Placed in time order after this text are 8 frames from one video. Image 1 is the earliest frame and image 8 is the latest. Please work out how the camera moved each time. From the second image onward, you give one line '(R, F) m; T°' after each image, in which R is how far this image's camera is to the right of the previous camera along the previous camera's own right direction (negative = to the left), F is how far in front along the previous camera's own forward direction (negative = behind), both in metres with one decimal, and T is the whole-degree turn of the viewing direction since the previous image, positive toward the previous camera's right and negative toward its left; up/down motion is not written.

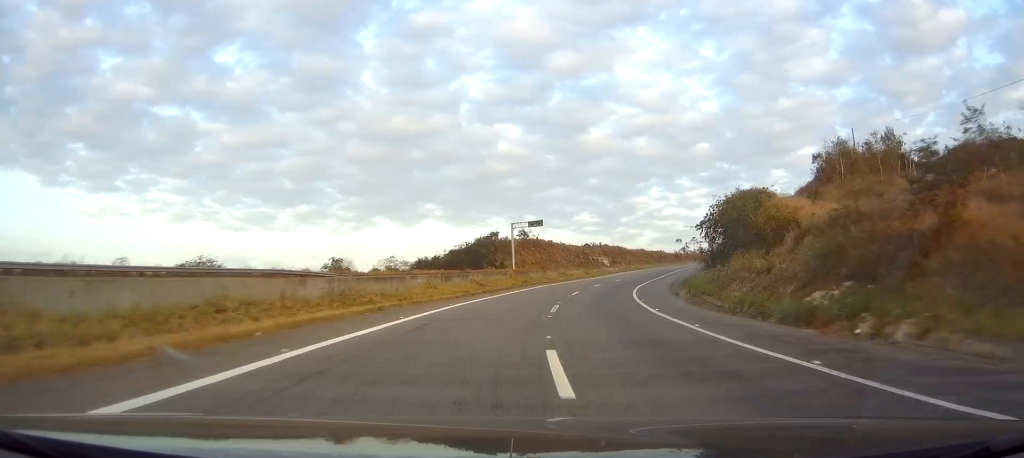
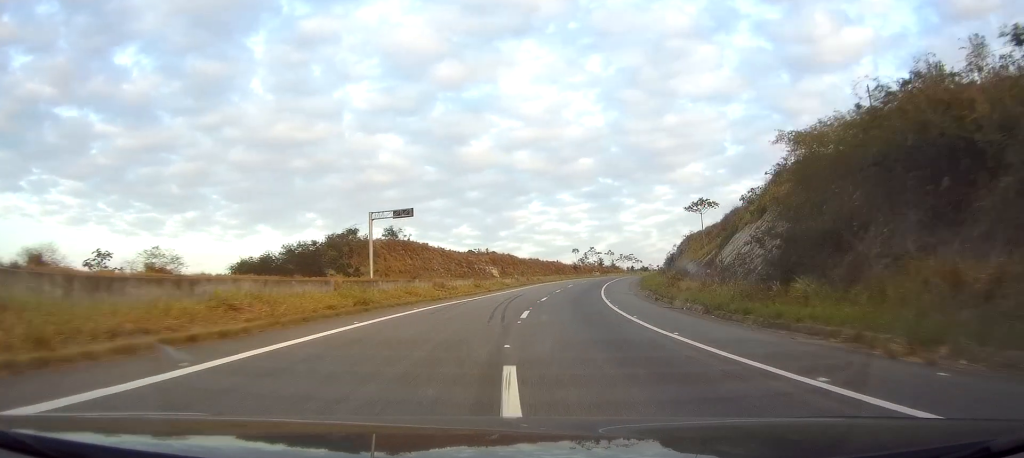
(+2.4, +33.7) m; +8°
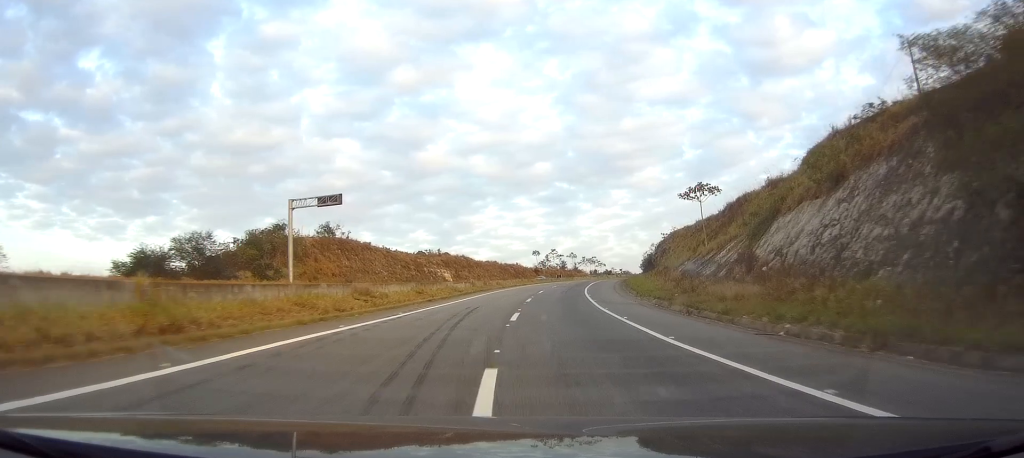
(+0.8, +16.2) m; +5°
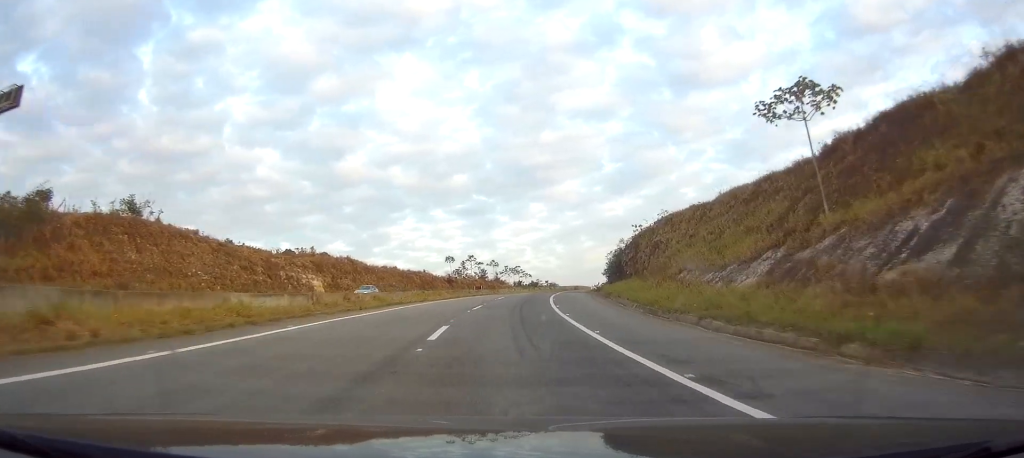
(+3.7, +38.1) m; +11°
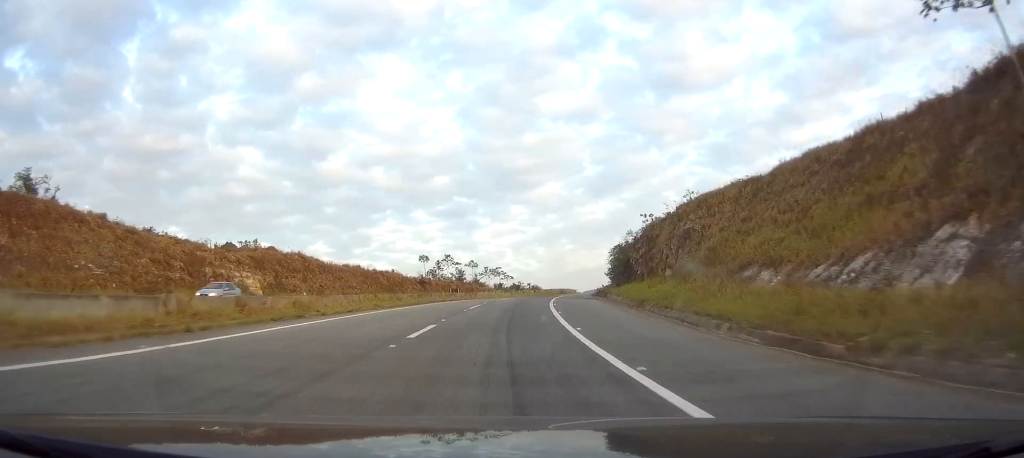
(+0.8, +15.7) m; +3°
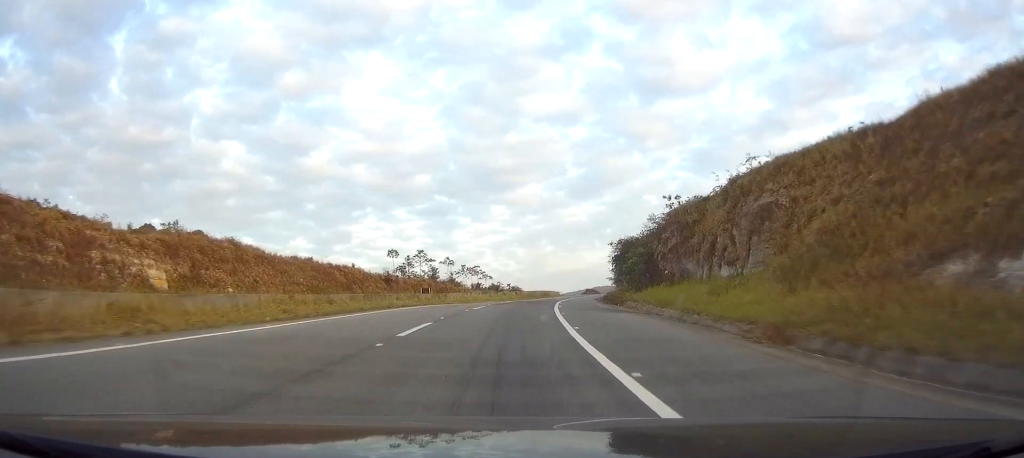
(+0.3, +16.5) m; +3°
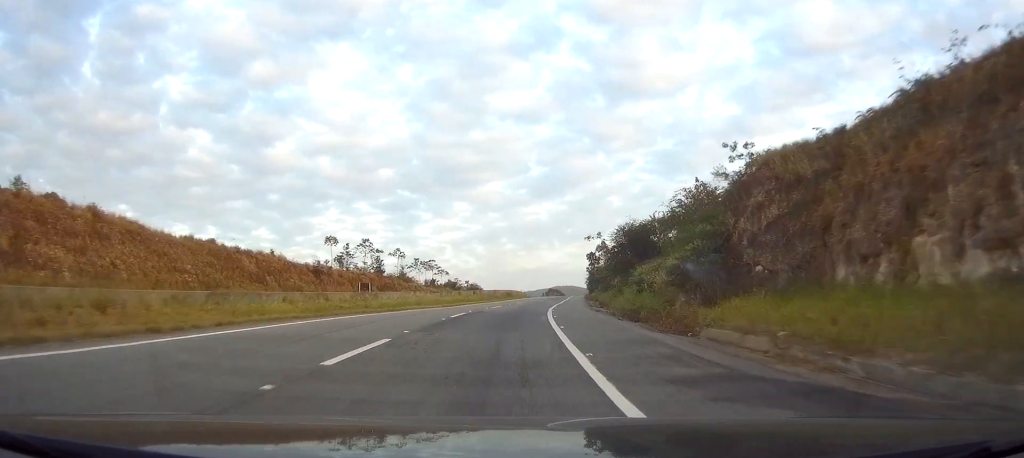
(+0.6, +21.1) m; +2°
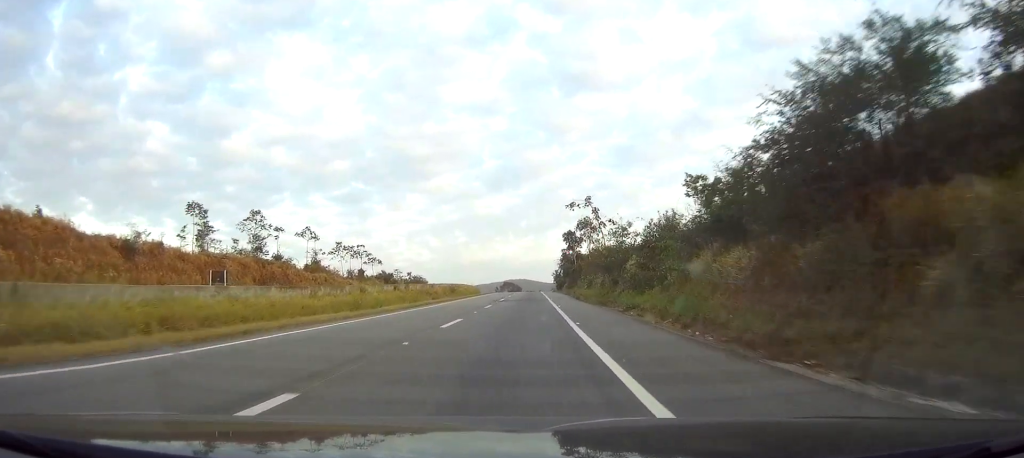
(+1.4, +38.9) m; +4°
